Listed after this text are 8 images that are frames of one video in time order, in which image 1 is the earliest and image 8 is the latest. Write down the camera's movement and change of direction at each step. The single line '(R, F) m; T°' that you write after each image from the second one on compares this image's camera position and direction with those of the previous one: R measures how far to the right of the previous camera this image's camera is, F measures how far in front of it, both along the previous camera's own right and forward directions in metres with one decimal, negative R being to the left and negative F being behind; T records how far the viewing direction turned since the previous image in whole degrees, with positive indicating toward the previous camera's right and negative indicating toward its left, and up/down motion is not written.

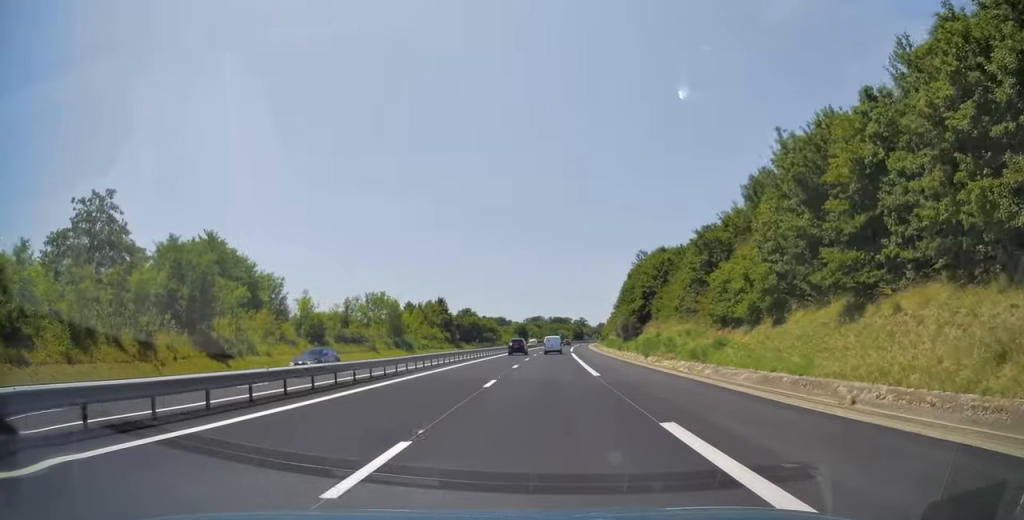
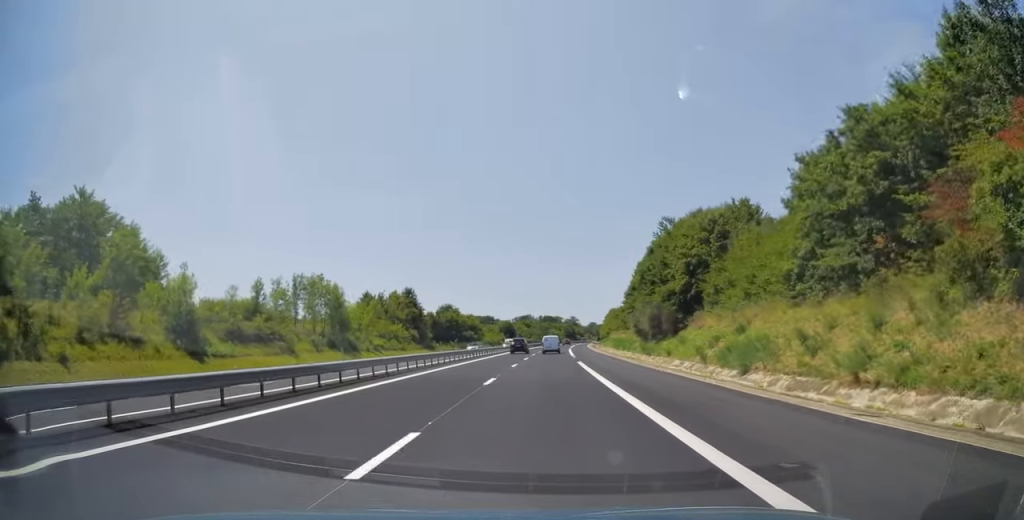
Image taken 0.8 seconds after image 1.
(+0.3, +25.1) m; +1°
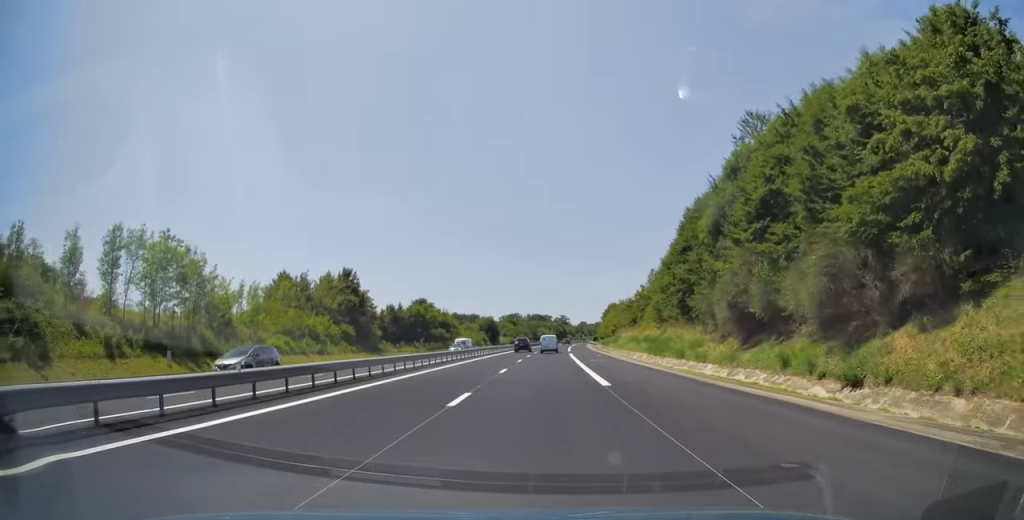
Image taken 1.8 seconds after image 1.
(+0.1, +32.0) m; +1°
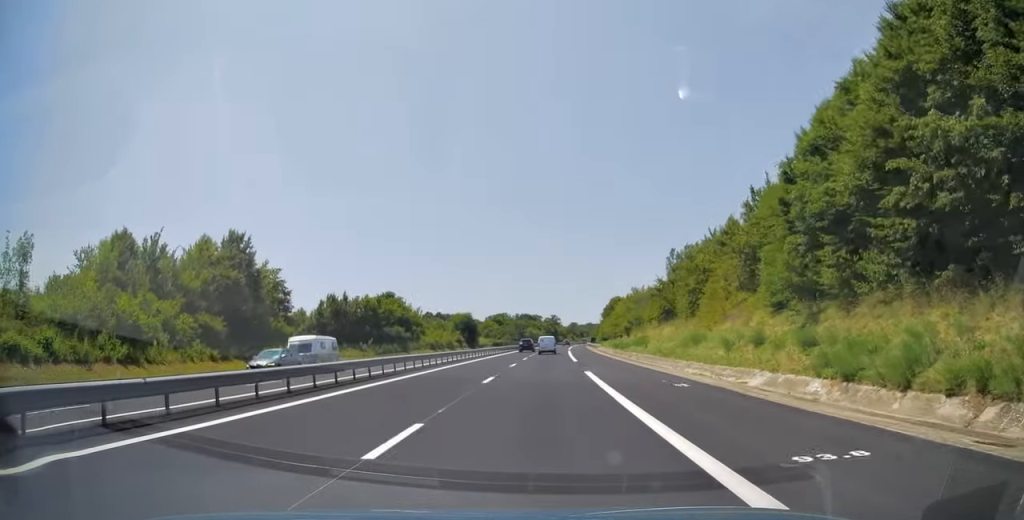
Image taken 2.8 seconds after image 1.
(+0.3, +31.5) m; +1°
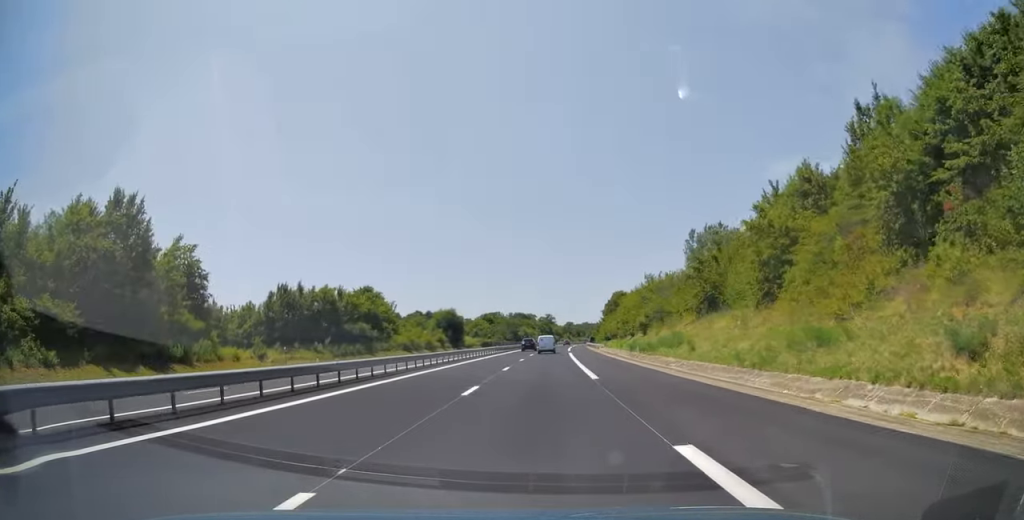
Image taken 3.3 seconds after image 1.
(+0.2, +17.6) m; +1°
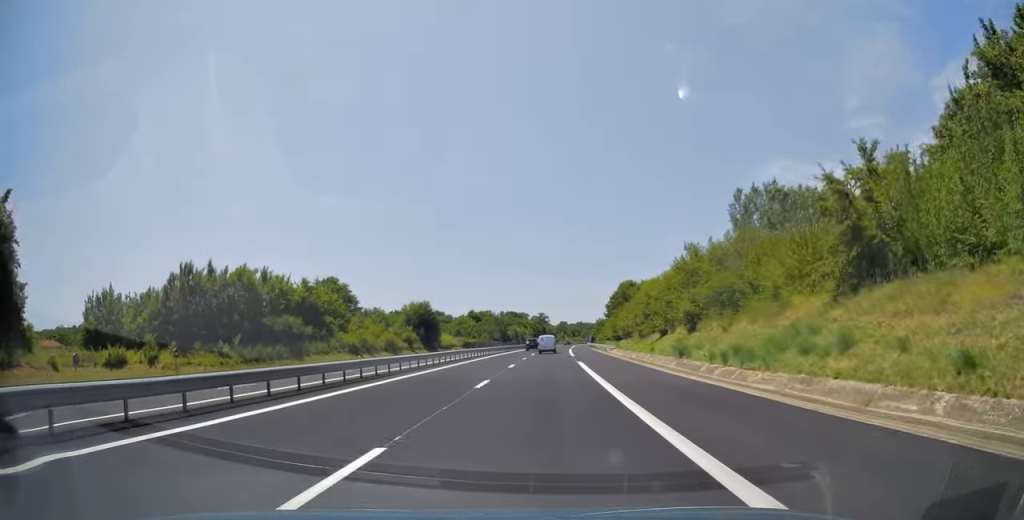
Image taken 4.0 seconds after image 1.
(+0.1, +23.4) m; 0°
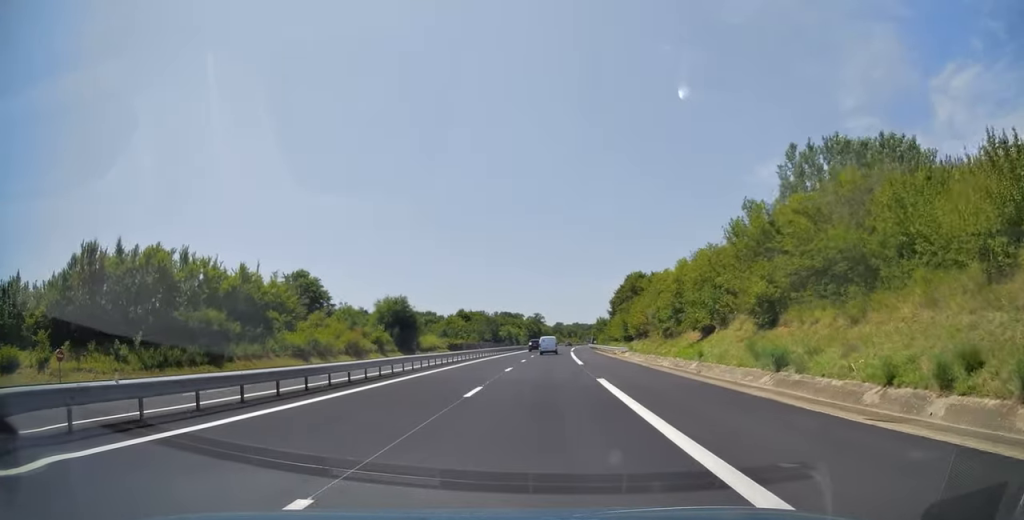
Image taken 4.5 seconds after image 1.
(0.0, +15.5) m; 0°
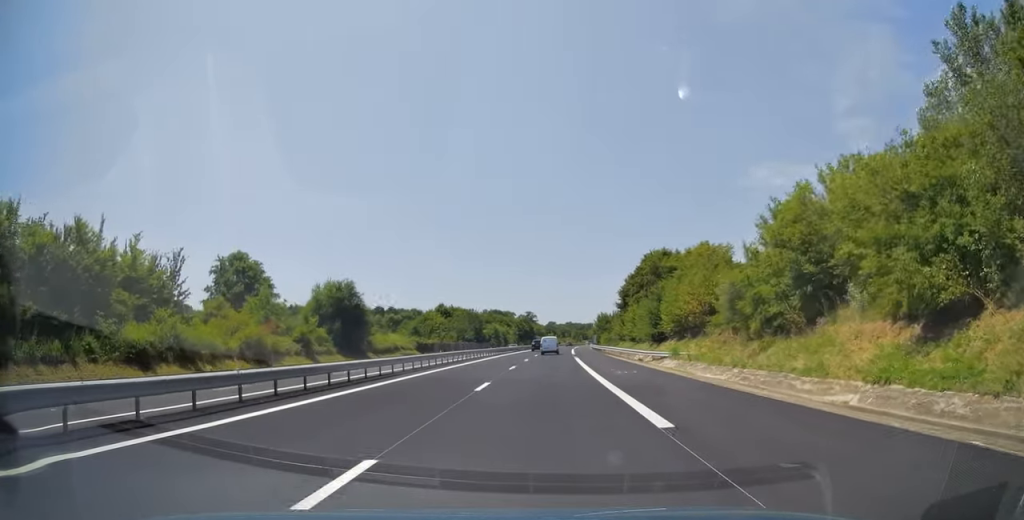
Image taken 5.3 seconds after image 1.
(0.0, +24.0) m; +1°
